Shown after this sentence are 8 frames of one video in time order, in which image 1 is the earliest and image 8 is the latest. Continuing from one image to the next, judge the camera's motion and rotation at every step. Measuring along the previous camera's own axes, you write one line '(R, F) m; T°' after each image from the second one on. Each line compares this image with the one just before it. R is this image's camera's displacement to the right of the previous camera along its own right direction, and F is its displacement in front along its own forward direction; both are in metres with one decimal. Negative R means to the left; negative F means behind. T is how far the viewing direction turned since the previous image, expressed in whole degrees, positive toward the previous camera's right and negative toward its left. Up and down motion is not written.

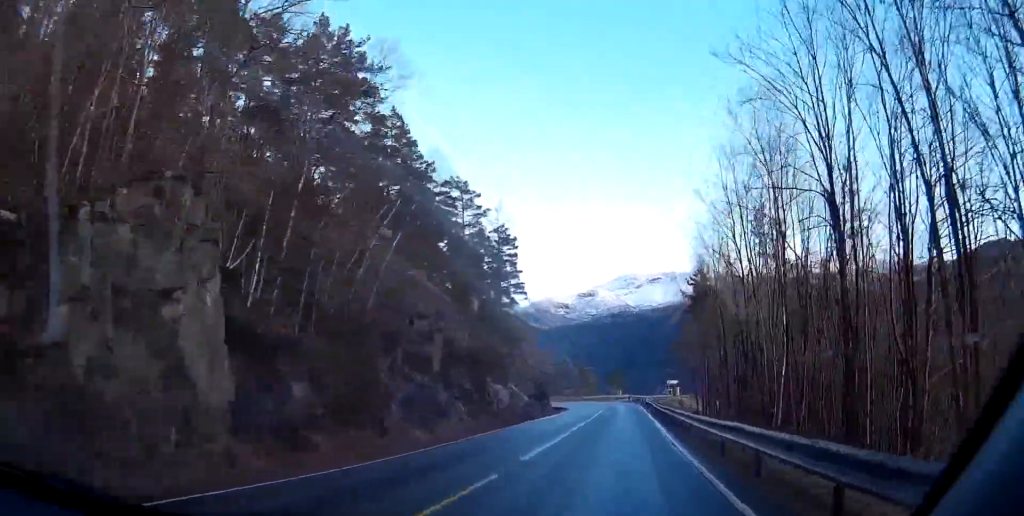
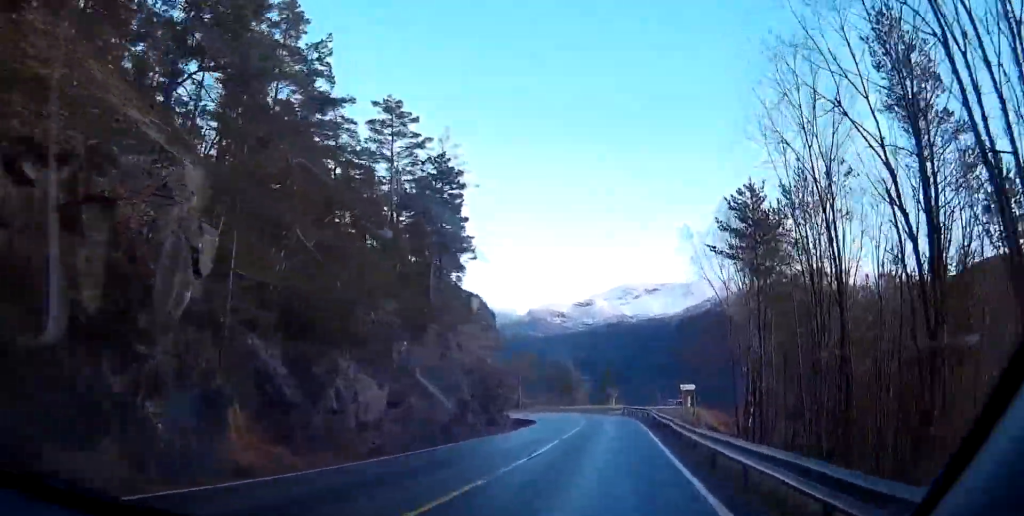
(+0.3, +24.1) m; +1°
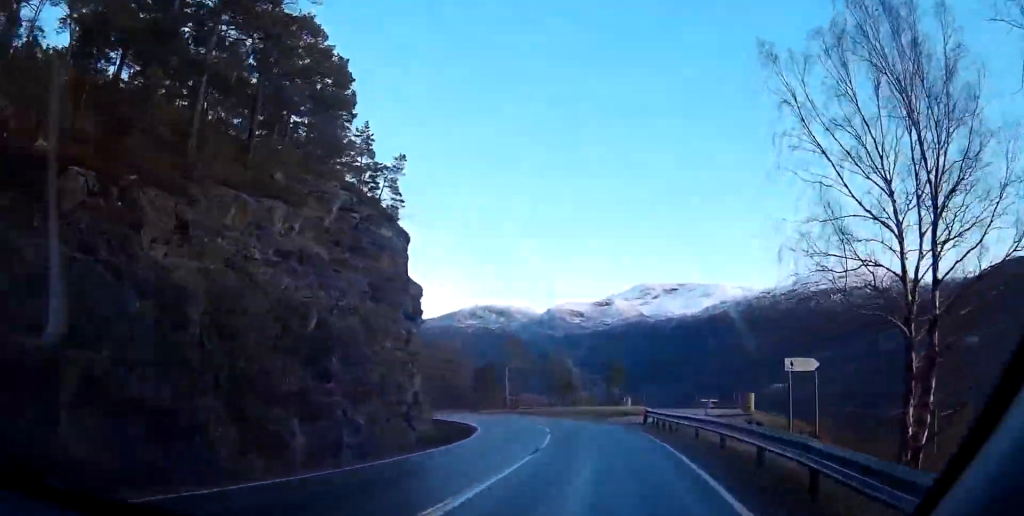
(-0.7, +30.8) m; -2°
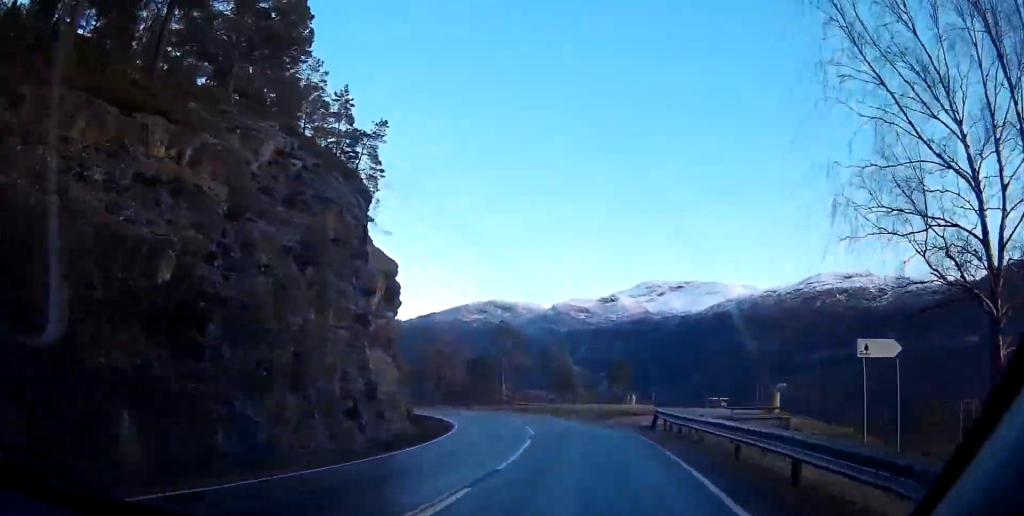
(0.0, +6.7) m; -1°
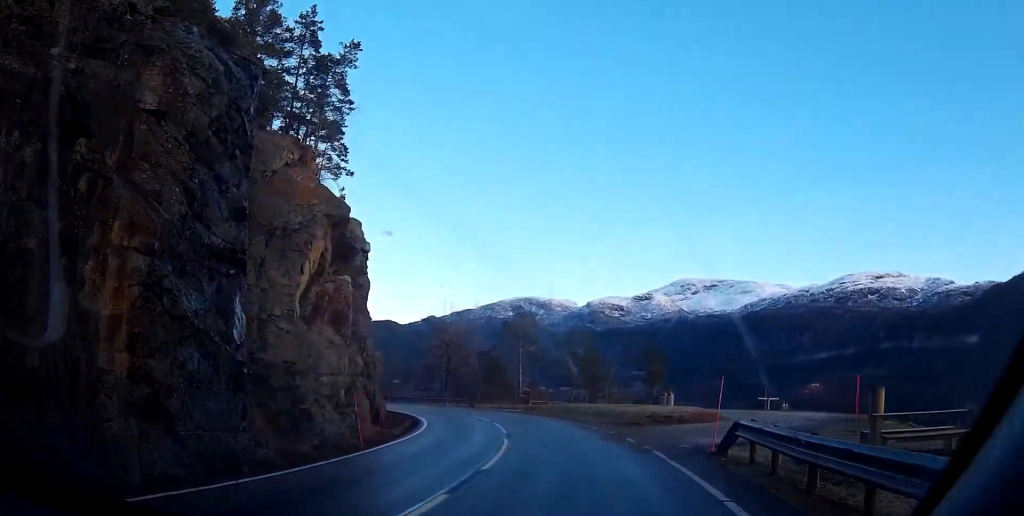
(0.0, +12.6) m; -2°
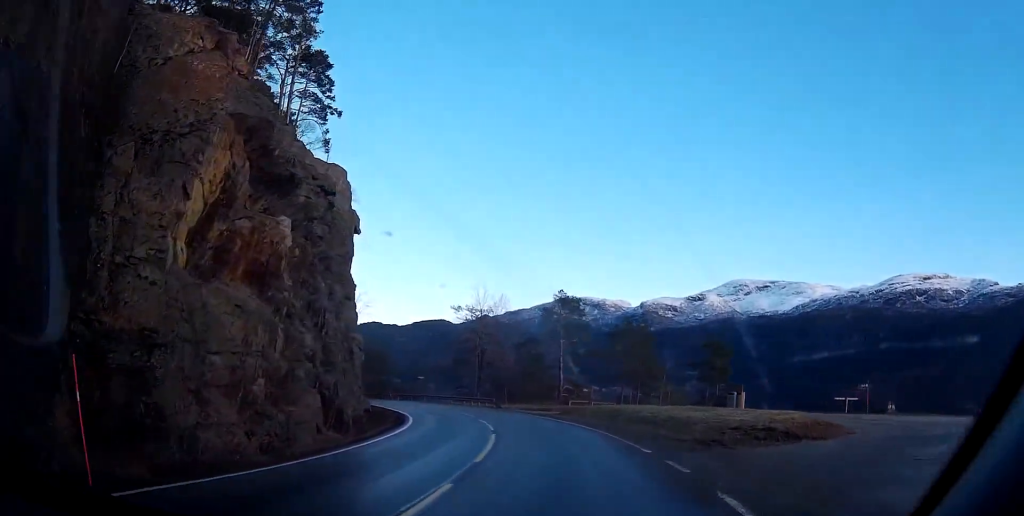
(-0.4, +11.8) m; -4°
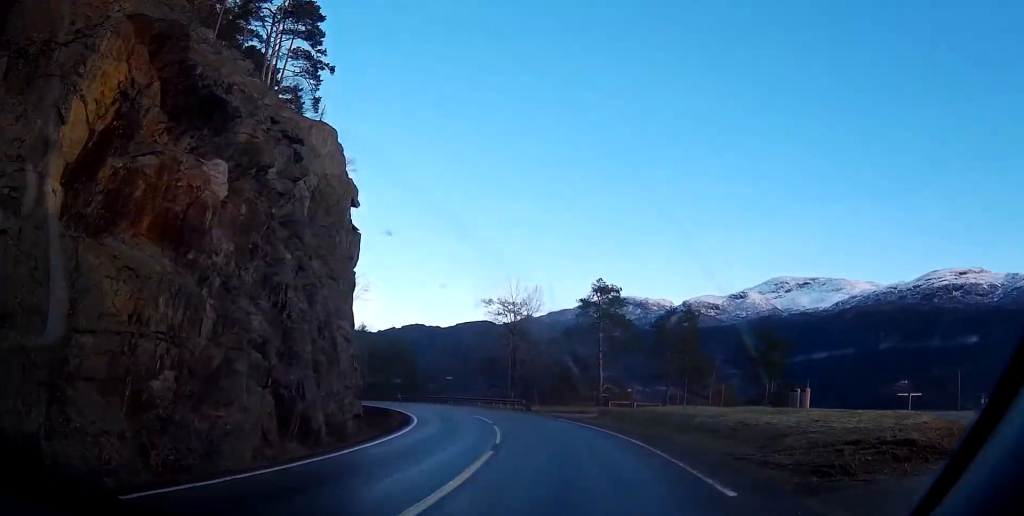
(-0.3, +6.8) m; -3°
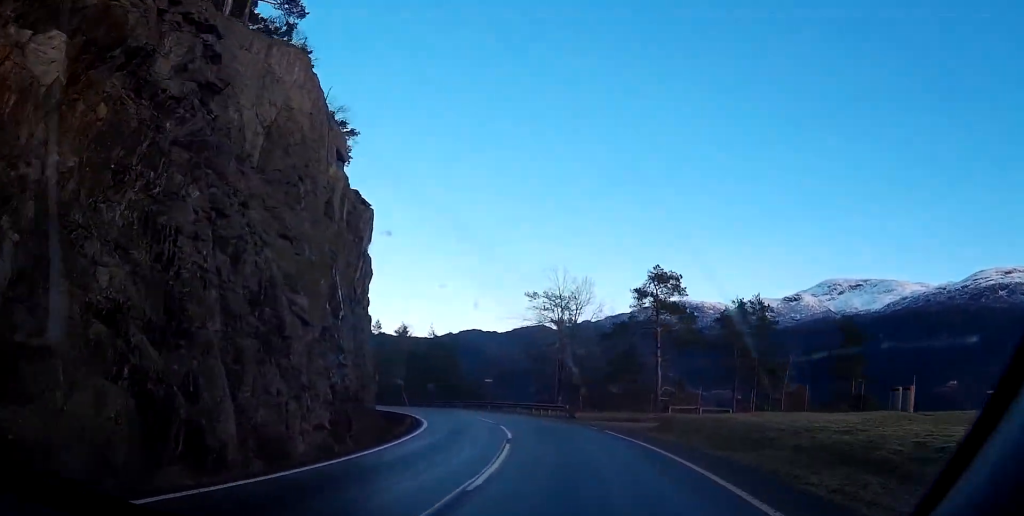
(-0.2, +8.6) m; -4°
